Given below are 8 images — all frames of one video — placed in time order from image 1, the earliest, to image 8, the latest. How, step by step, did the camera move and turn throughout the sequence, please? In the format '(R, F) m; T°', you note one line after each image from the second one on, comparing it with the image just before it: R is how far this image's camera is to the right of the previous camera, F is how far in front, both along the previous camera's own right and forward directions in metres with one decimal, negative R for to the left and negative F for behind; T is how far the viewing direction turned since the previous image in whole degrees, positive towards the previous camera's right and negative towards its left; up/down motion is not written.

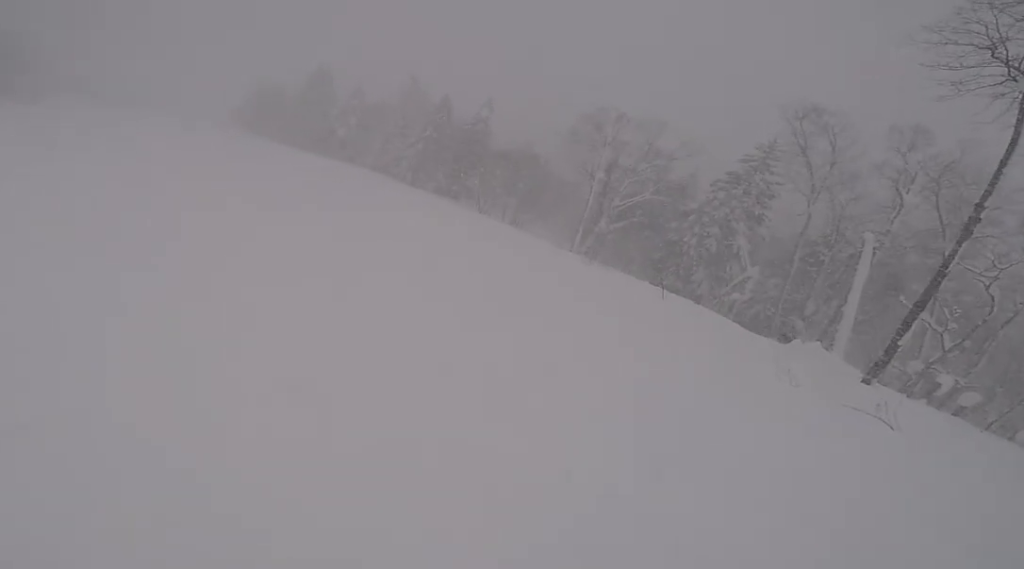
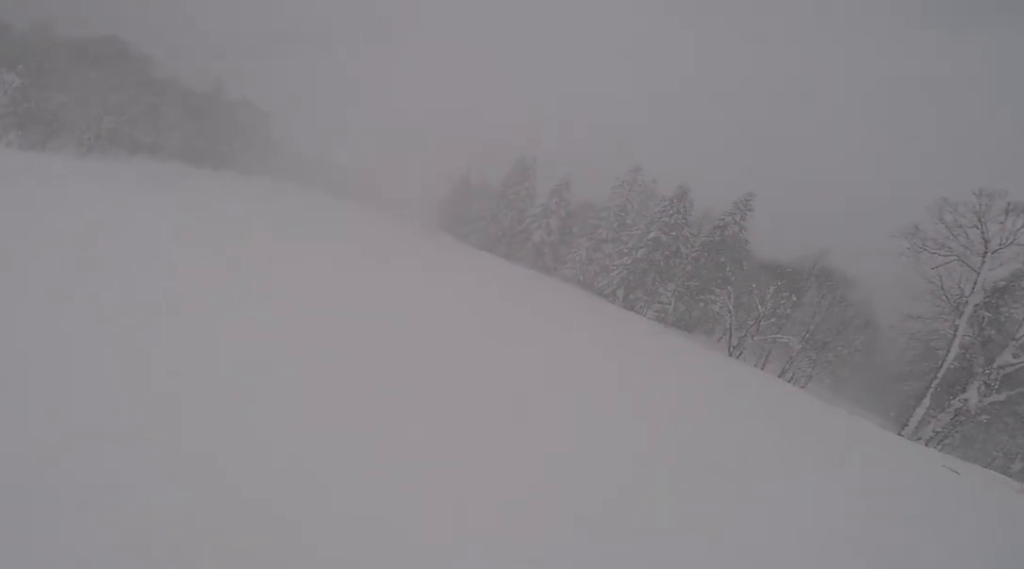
(-3.8, +16.4) m; -22°
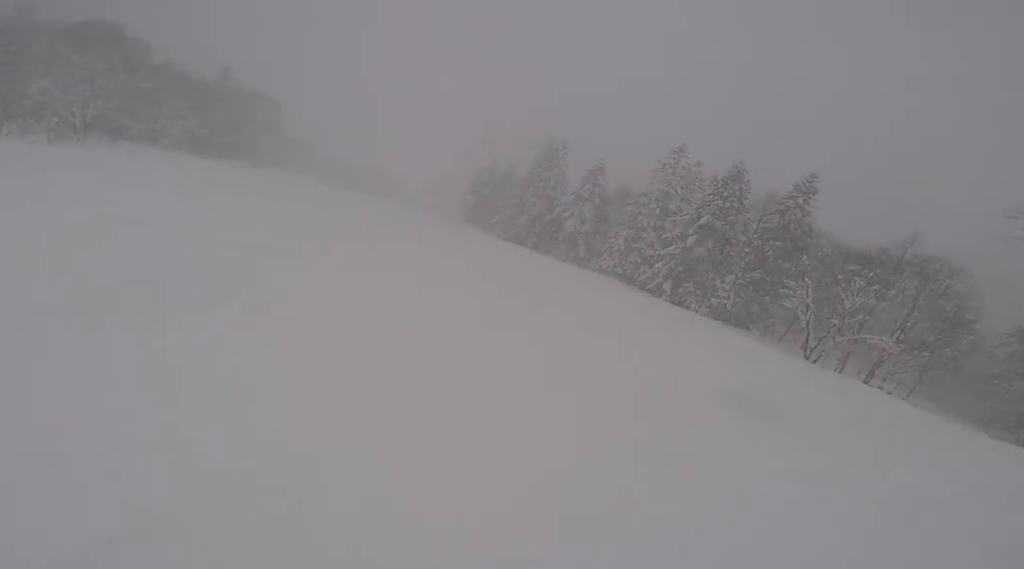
(-0.4, +5.7) m; -6°
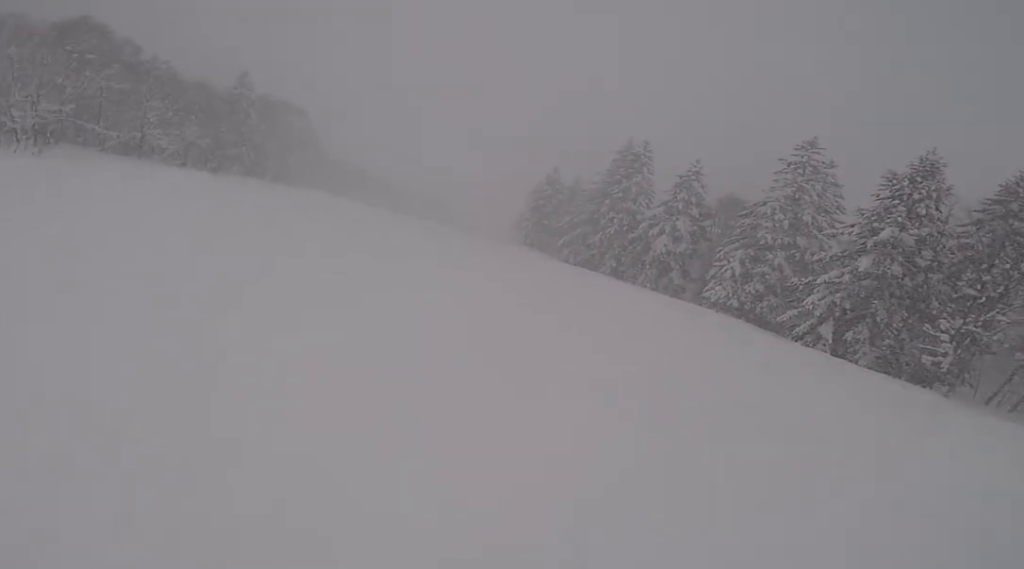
(-1.3, +12.8) m; -9°
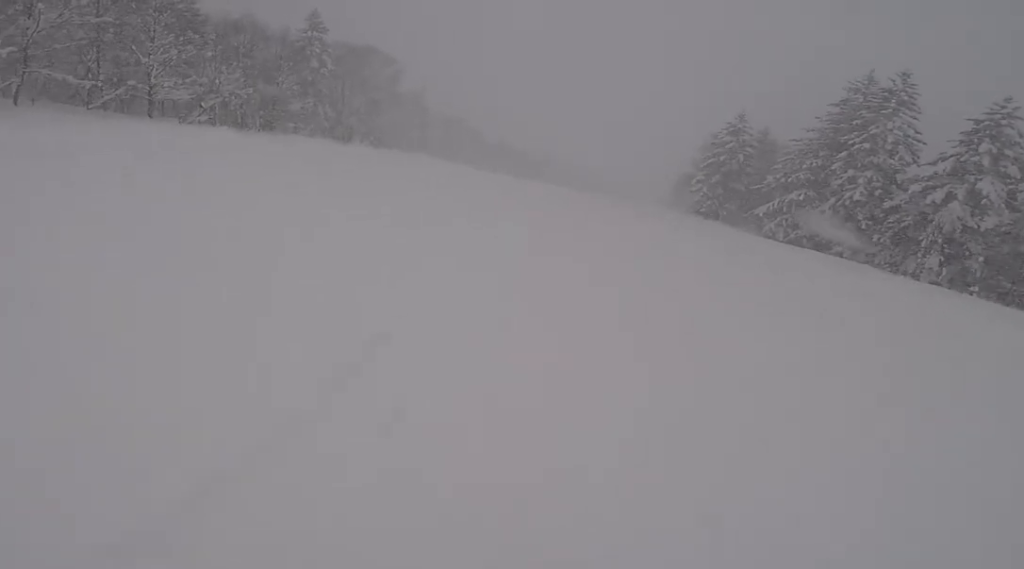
(-1.4, +16.3) m; -11°
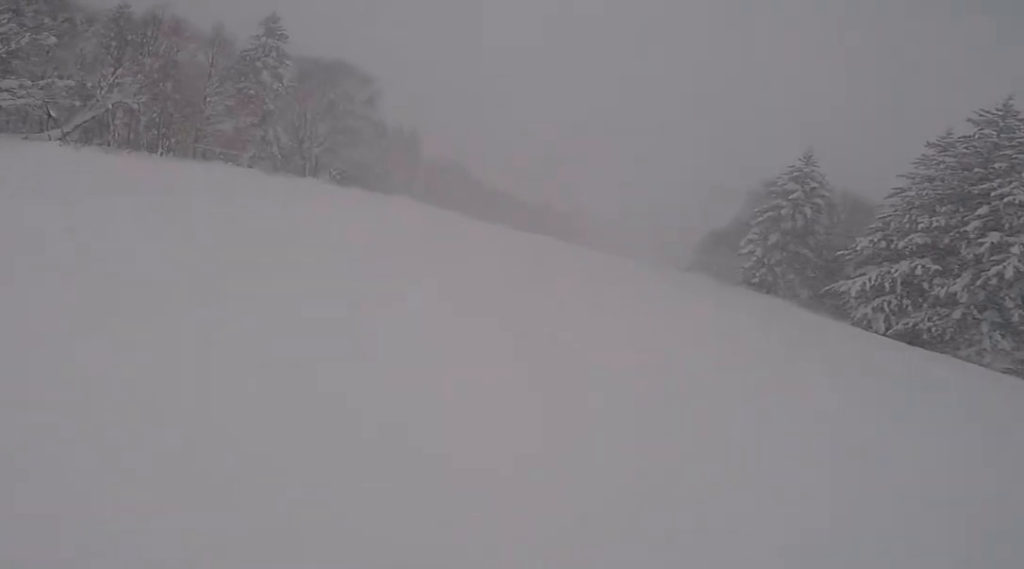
(-0.8, +12.0) m; -6°
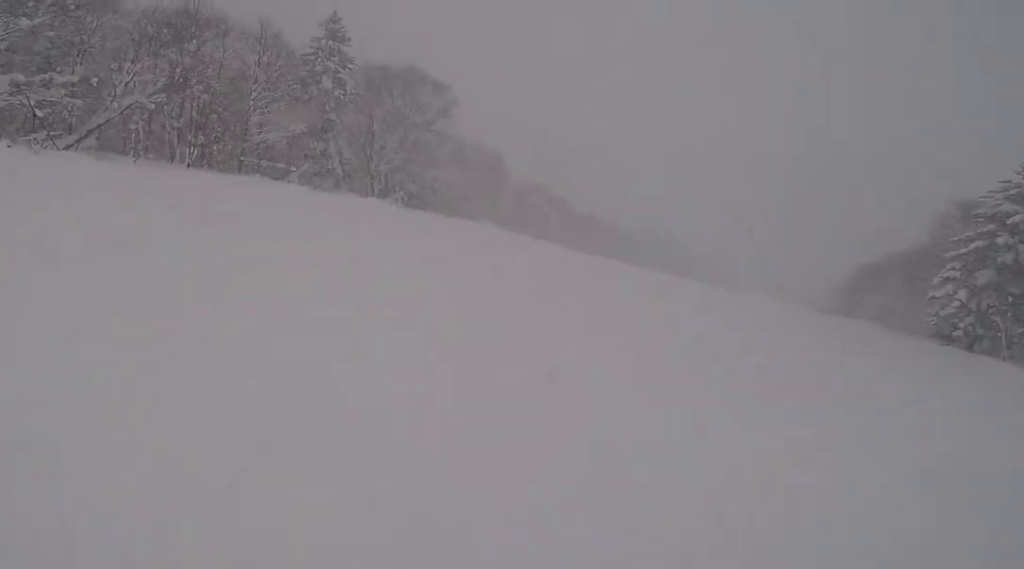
(-0.1, +6.8) m; -1°
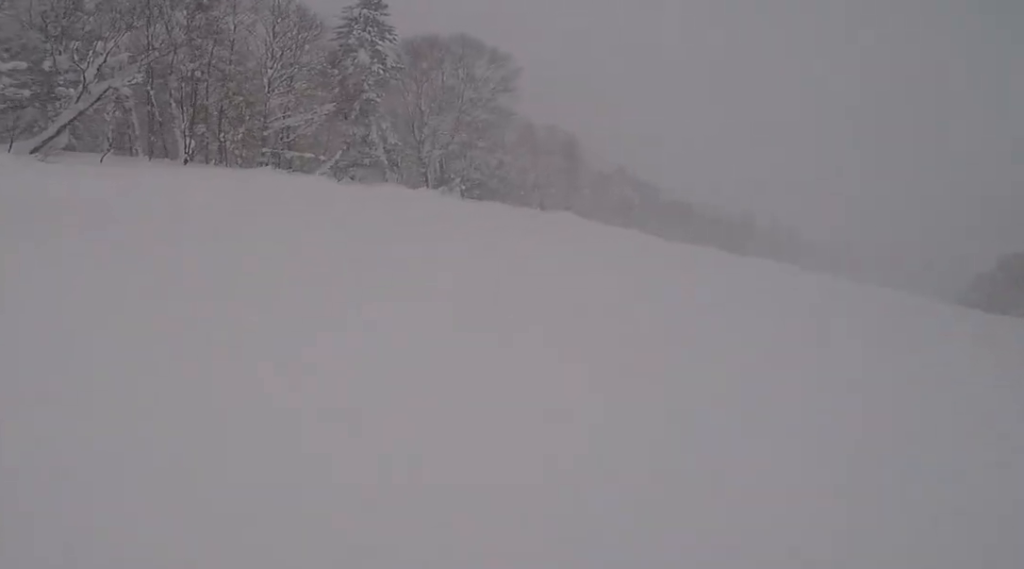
(-0.4, +5.6) m; +1°
